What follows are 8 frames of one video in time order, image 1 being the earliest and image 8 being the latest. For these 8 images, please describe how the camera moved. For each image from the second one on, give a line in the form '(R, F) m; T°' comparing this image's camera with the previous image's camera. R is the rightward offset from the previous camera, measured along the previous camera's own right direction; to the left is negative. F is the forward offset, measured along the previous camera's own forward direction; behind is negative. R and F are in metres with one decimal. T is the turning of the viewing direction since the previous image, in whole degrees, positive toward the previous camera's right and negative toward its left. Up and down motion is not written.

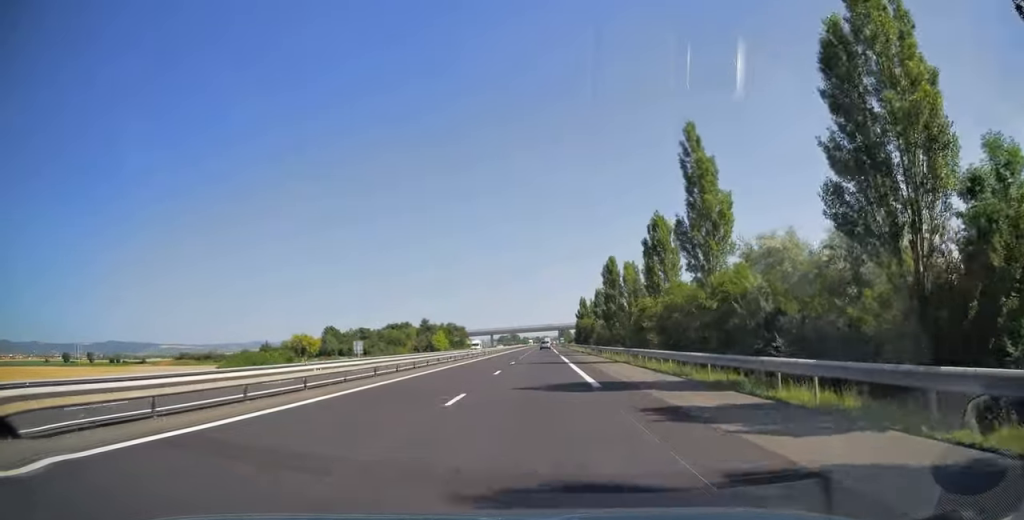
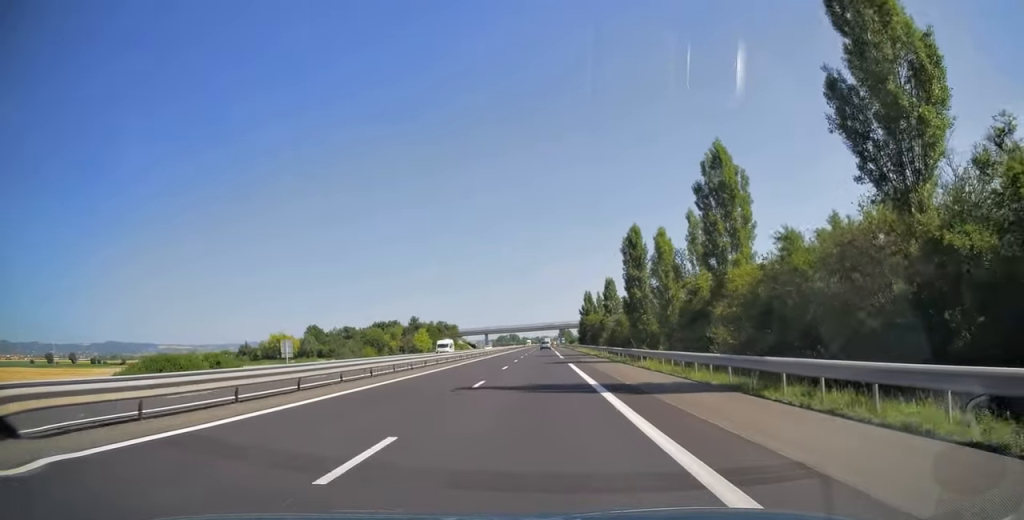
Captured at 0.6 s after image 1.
(0.0, +20.5) m; 0°
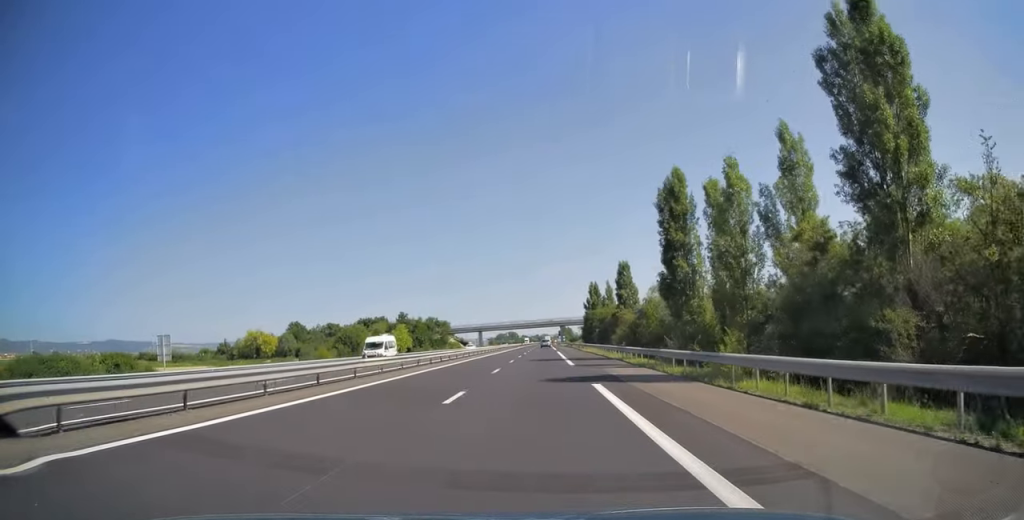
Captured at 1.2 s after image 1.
(0.0, +18.3) m; 0°
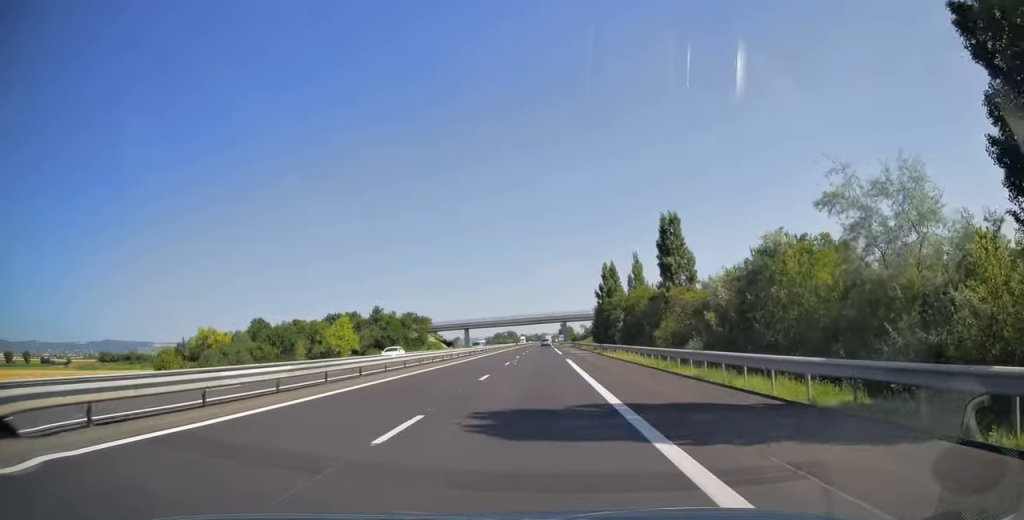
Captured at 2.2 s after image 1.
(0.0, +31.2) m; 0°
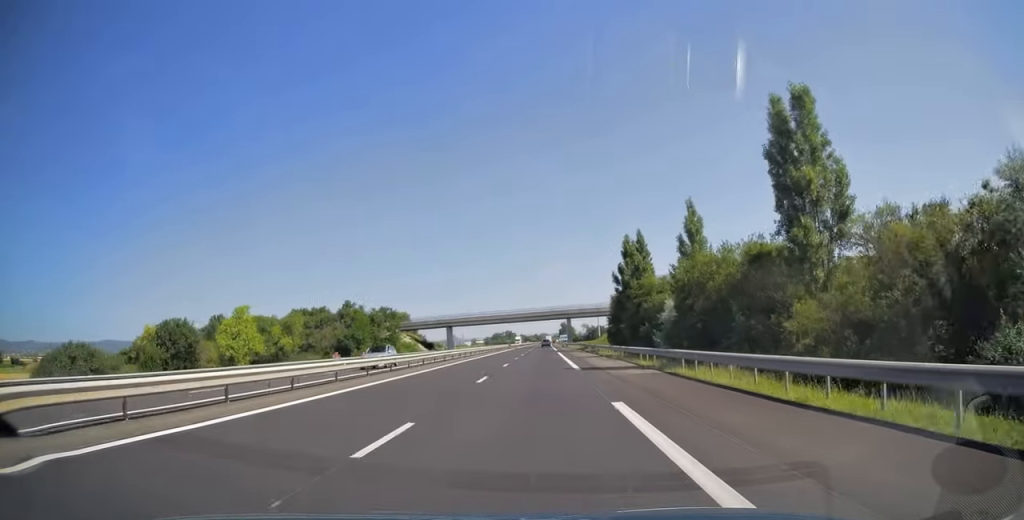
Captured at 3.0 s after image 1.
(0.0, +26.9) m; 0°
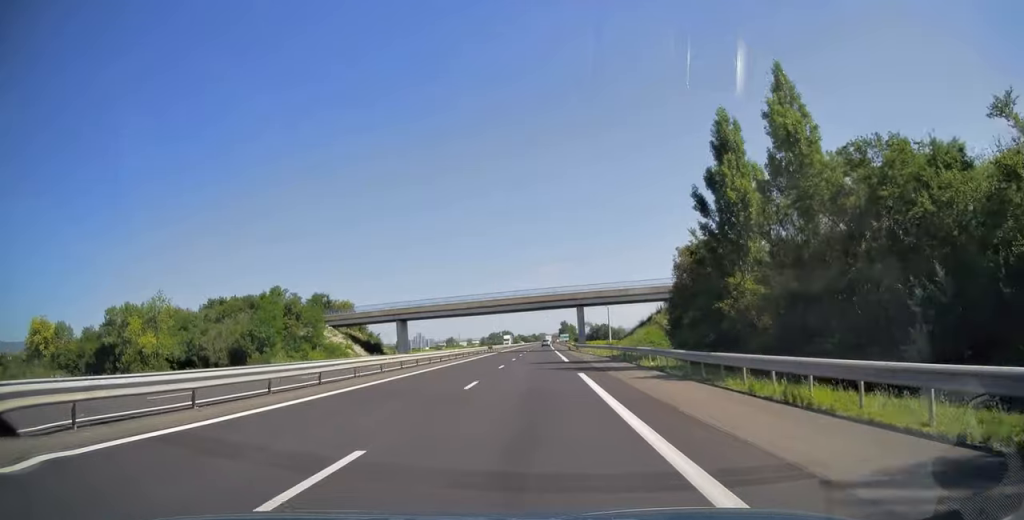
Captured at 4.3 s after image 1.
(+0.1, +41.5) m; 0°
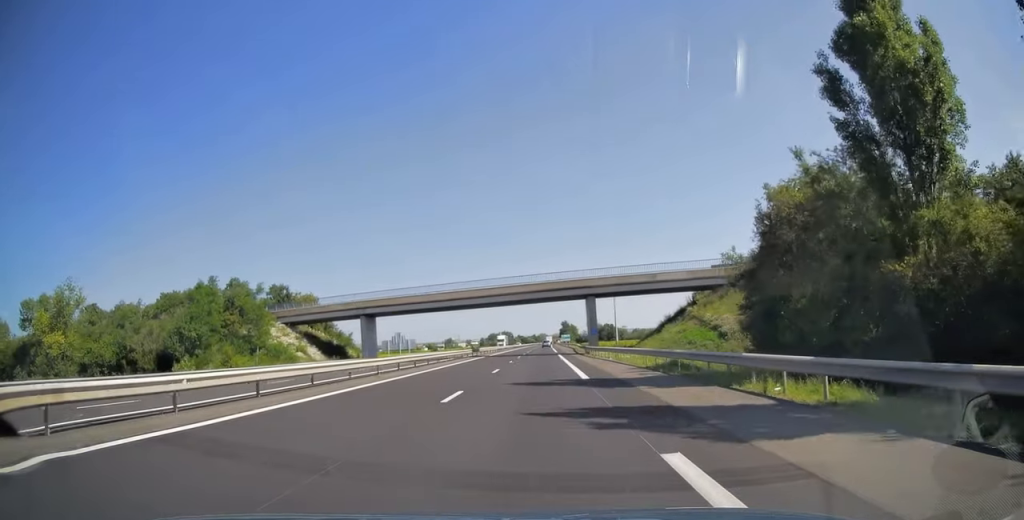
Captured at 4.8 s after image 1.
(0.0, +16.7) m; 0°
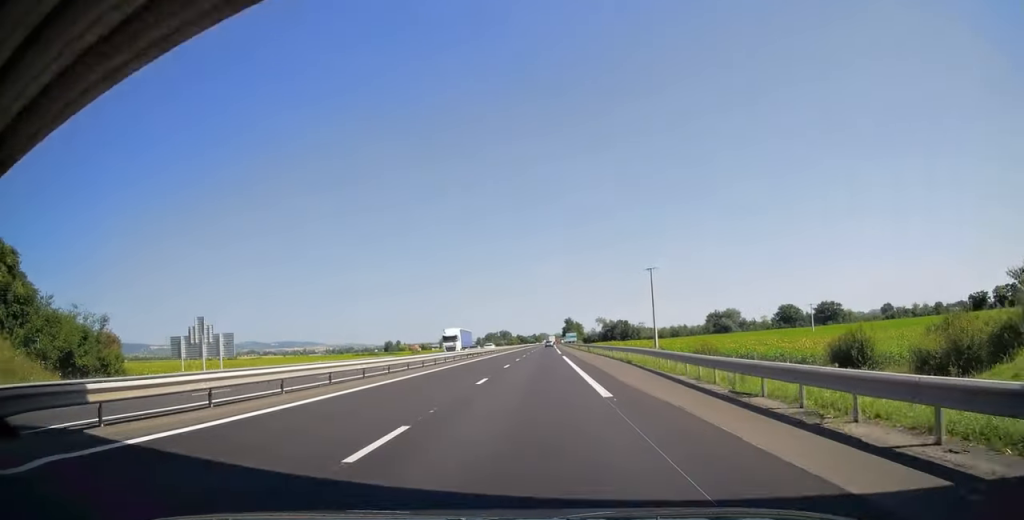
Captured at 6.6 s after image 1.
(0.0, +58.6) m; 0°
